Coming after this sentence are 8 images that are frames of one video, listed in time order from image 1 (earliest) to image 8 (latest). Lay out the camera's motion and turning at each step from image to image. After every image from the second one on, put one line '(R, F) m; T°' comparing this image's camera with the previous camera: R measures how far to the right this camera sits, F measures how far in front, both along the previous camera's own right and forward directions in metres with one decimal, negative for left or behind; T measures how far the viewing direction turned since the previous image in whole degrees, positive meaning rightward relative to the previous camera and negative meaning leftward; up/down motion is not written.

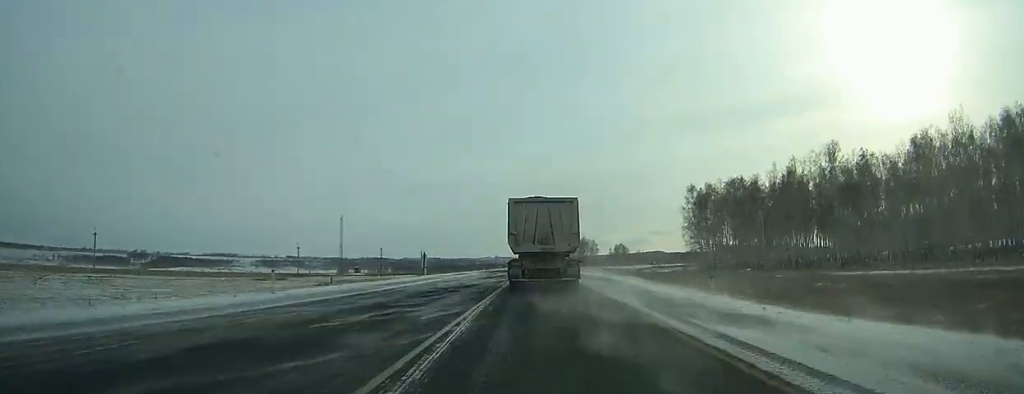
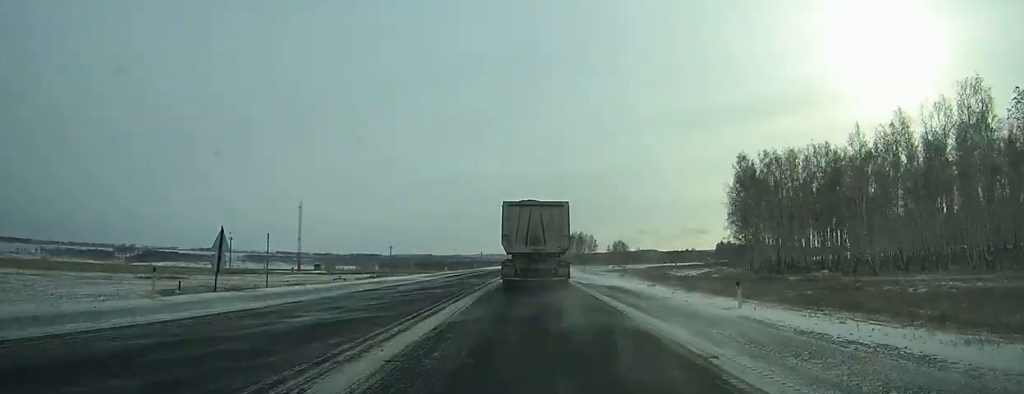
(+0.2, +31.4) m; +1°
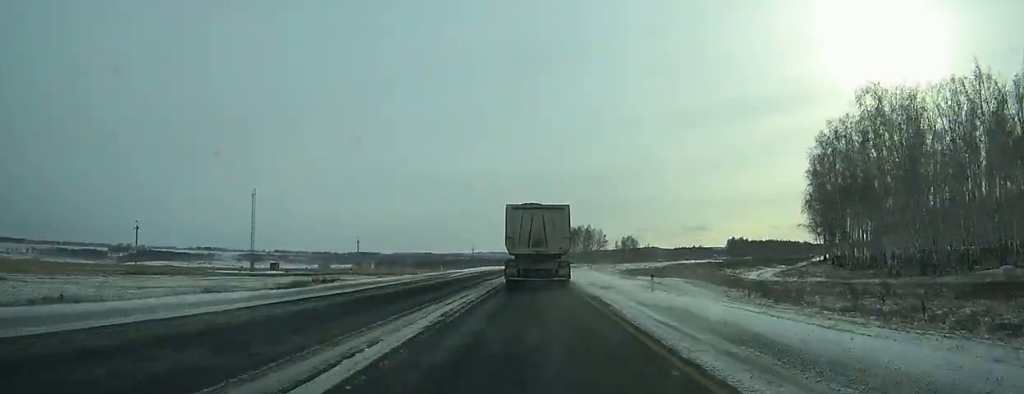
(+0.1, +29.8) m; +1°
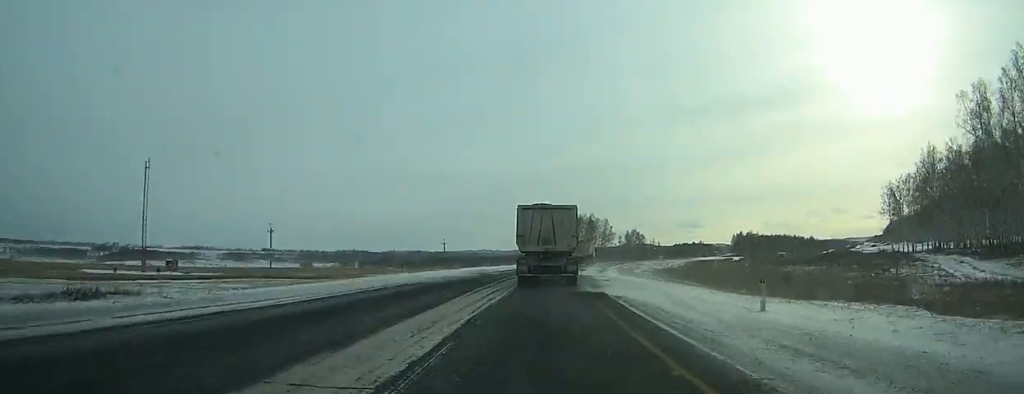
(+0.5, +42.6) m; +1°
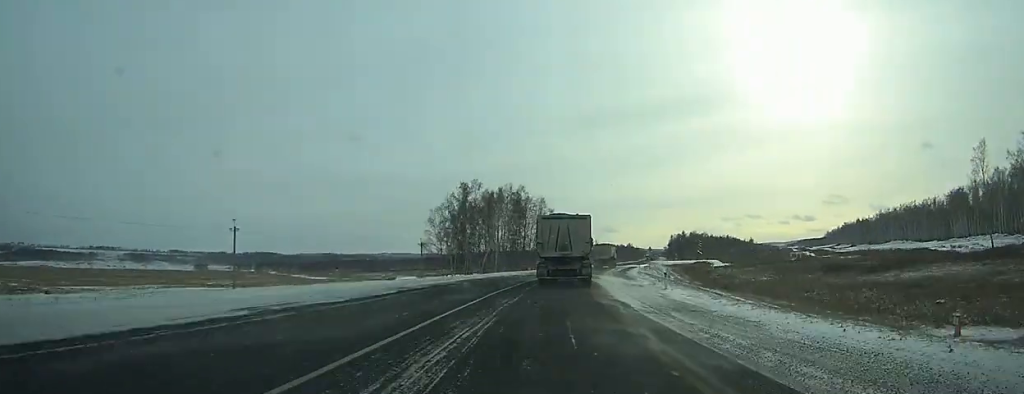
(+3.4, +76.4) m; +7°
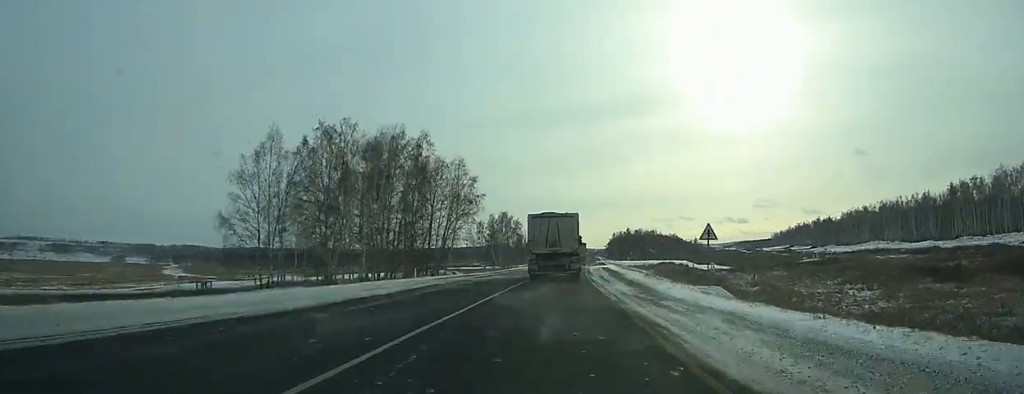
(+2.3, +44.1) m; +5°
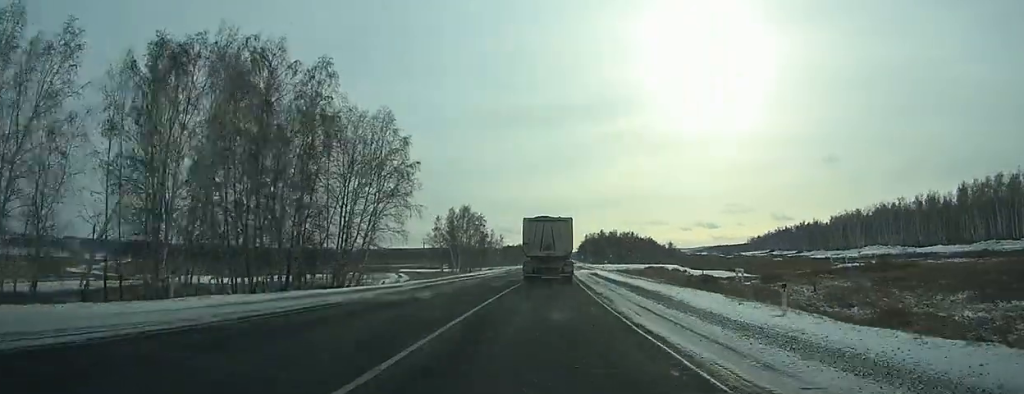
(+0.8, +25.3) m; +2°
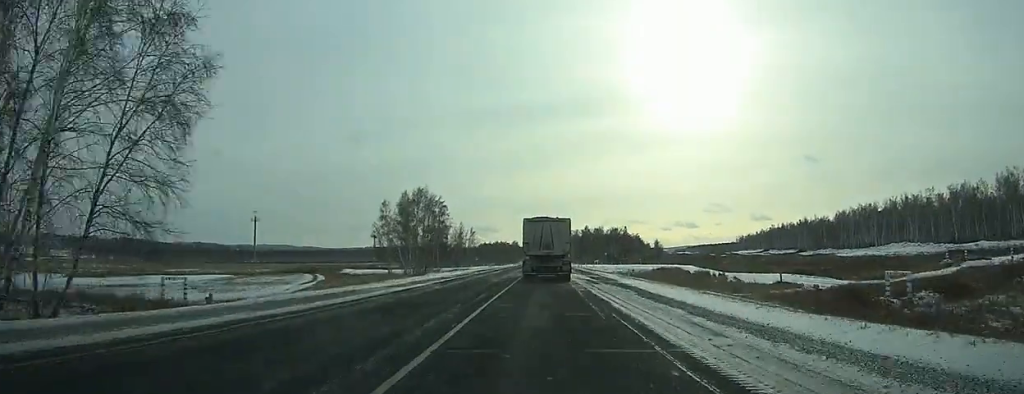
(+0.8, +35.0) m; +2°
